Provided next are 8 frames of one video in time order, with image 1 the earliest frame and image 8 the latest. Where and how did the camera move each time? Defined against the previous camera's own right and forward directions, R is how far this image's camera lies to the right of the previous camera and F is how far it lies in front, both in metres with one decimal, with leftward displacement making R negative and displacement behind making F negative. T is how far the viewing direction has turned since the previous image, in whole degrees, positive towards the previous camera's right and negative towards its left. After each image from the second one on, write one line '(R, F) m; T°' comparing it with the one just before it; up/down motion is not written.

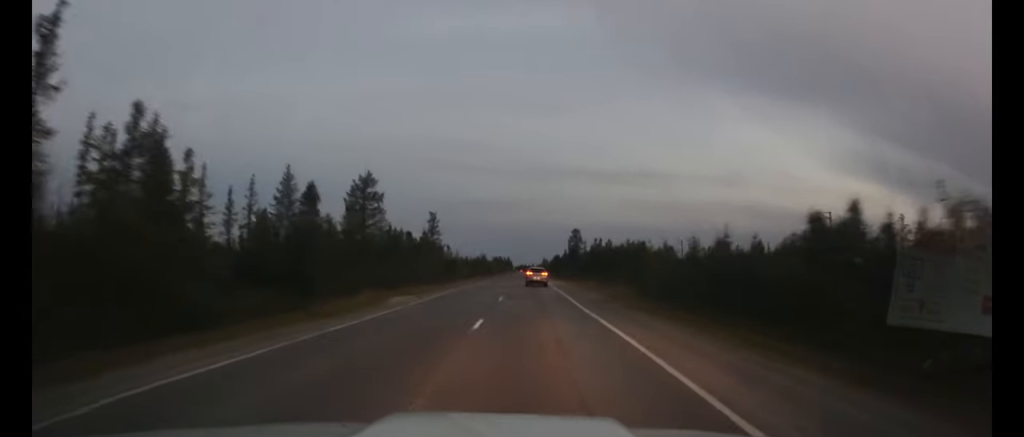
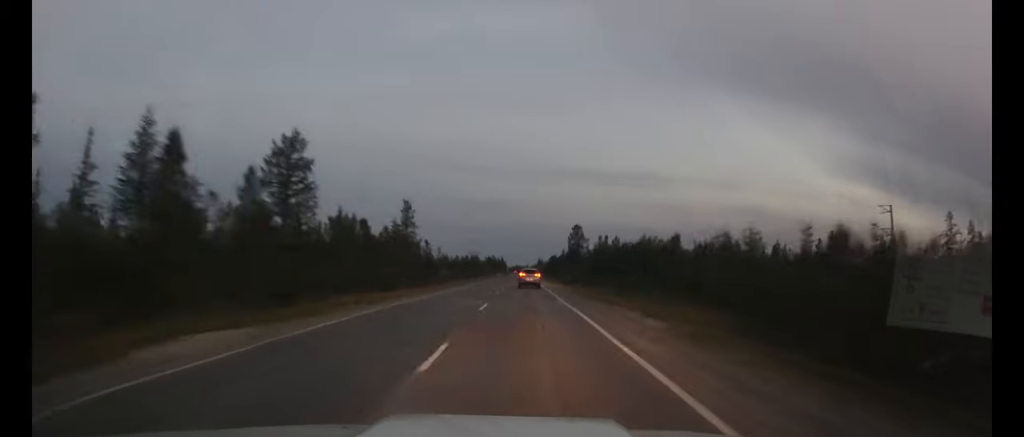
(0.0, +18.0) m; 0°
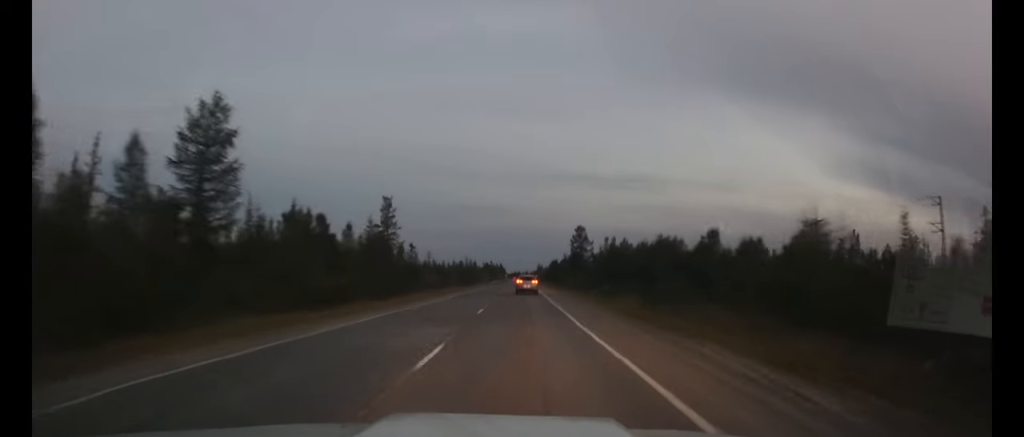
(0.0, +11.2) m; 0°
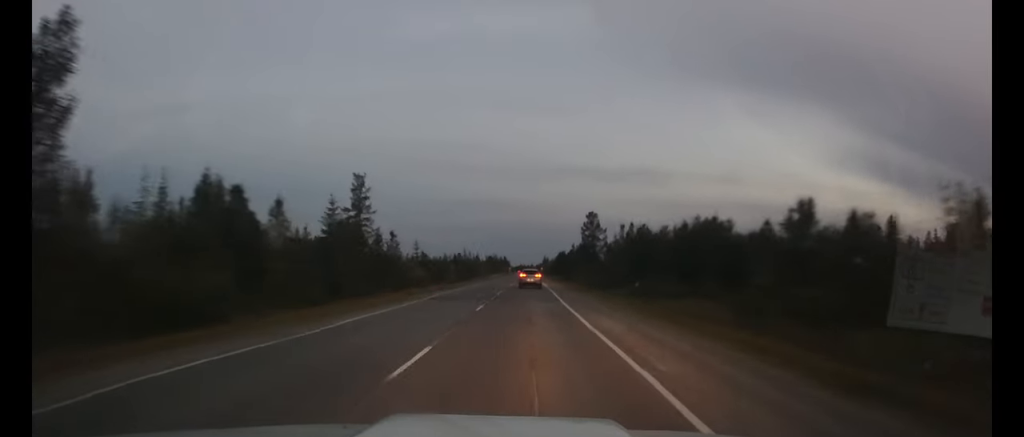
(0.0, +14.0) m; 0°
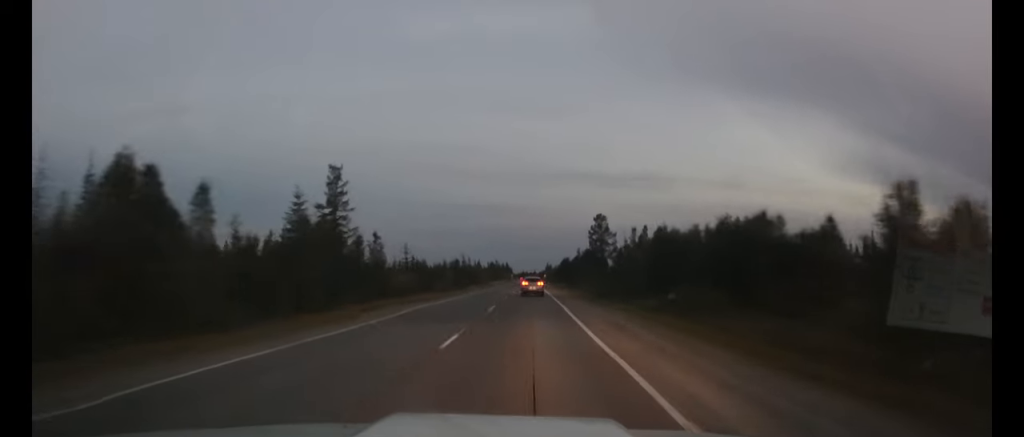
(0.0, +8.4) m; 0°
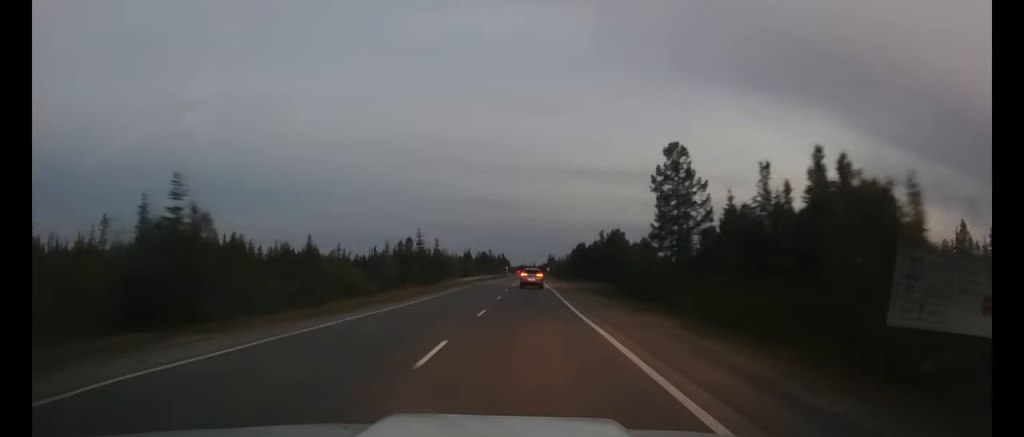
(-0.2, +50.6) m; 0°
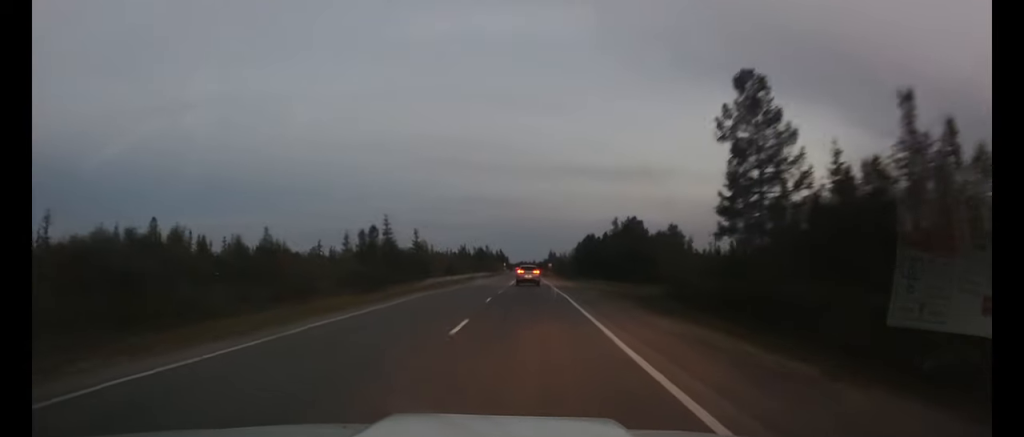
(0.0, +17.5) m; 0°
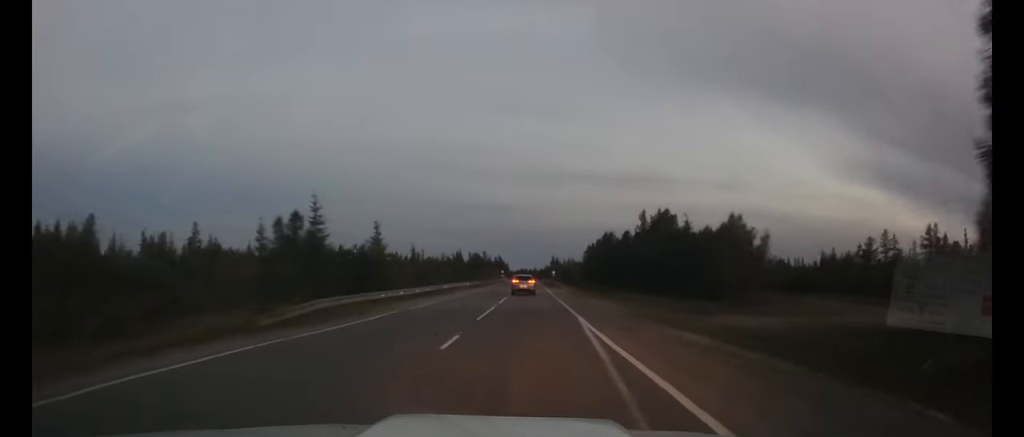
(0.0, +20.9) m; 0°
